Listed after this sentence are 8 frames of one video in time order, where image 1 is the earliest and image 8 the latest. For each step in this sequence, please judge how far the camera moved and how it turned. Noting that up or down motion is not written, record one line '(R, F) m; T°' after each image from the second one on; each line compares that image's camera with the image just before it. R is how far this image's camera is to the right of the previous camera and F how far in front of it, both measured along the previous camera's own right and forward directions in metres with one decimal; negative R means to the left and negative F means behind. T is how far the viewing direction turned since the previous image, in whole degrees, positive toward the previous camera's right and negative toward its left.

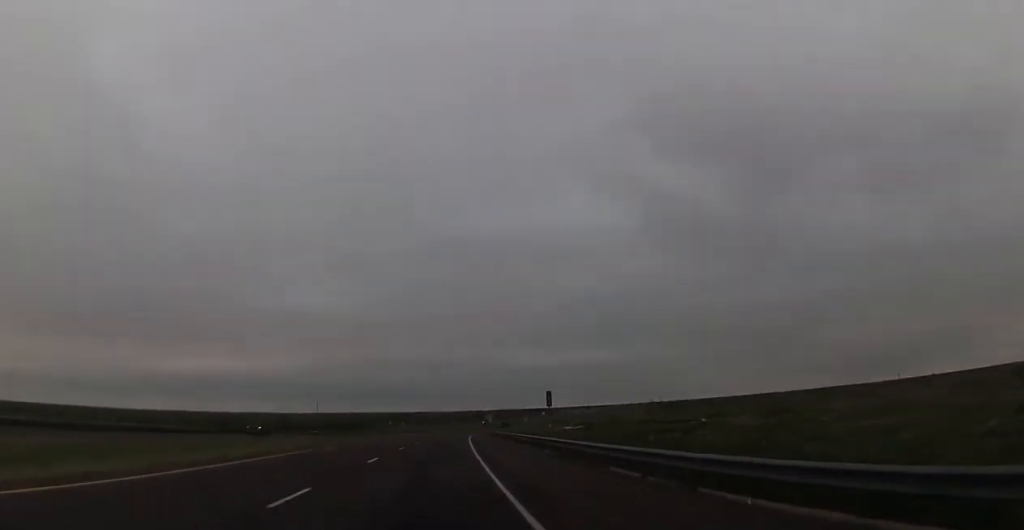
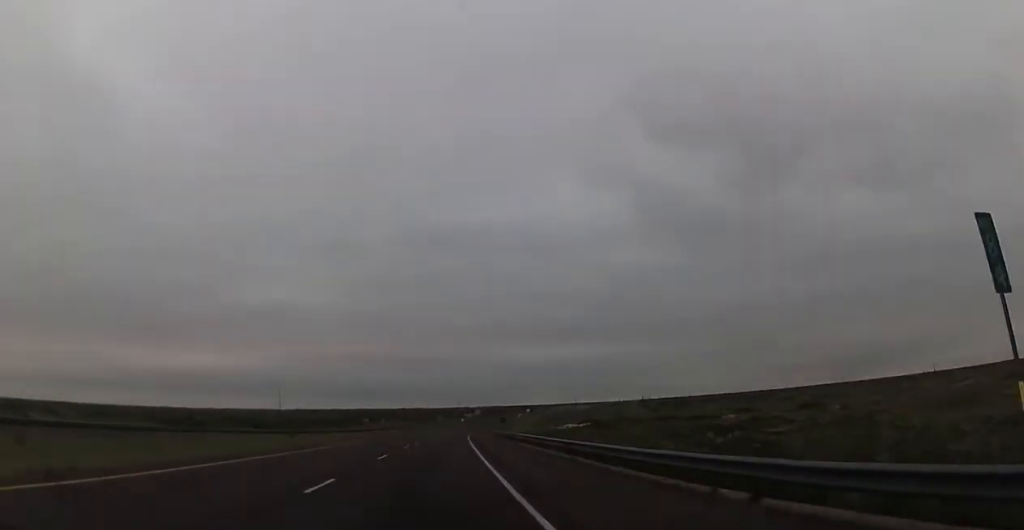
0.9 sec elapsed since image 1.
(+0.5, +34.1) m; +1°
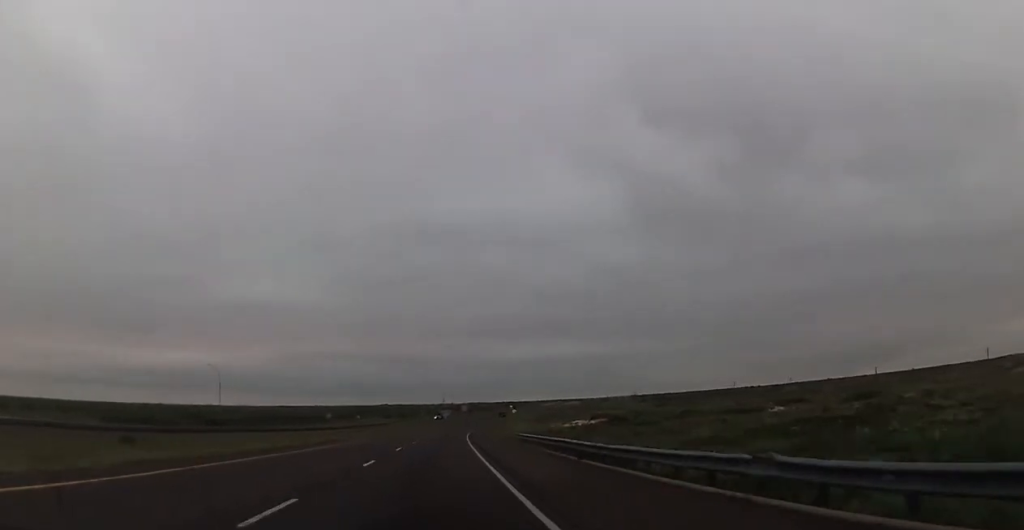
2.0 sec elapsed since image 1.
(+0.4, +40.3) m; +1°
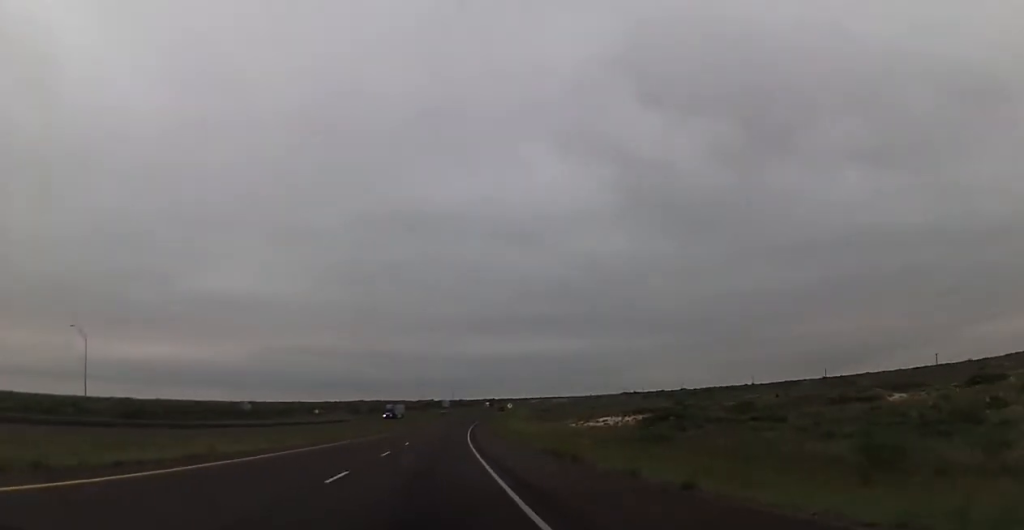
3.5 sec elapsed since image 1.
(+0.9, +53.7) m; +2°
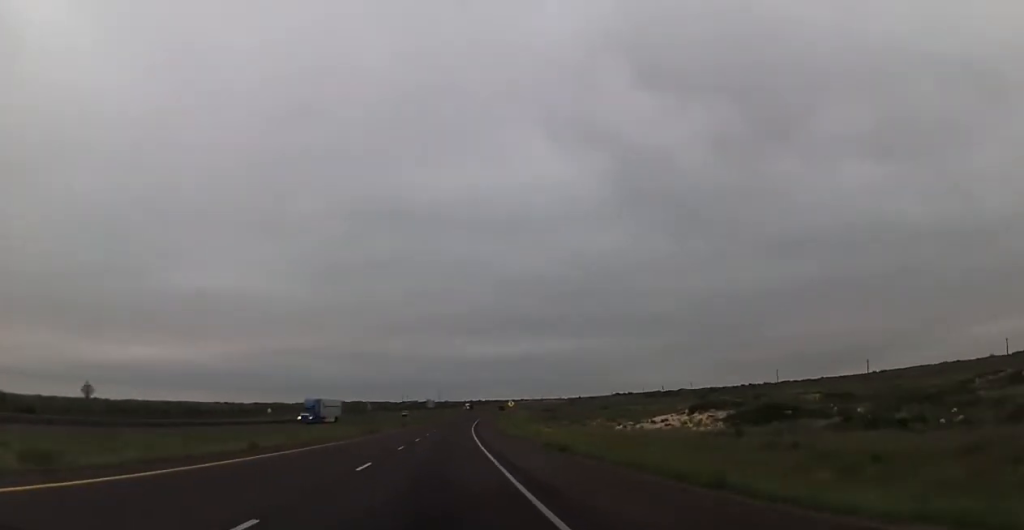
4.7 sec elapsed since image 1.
(+0.5, +45.2) m; +1°
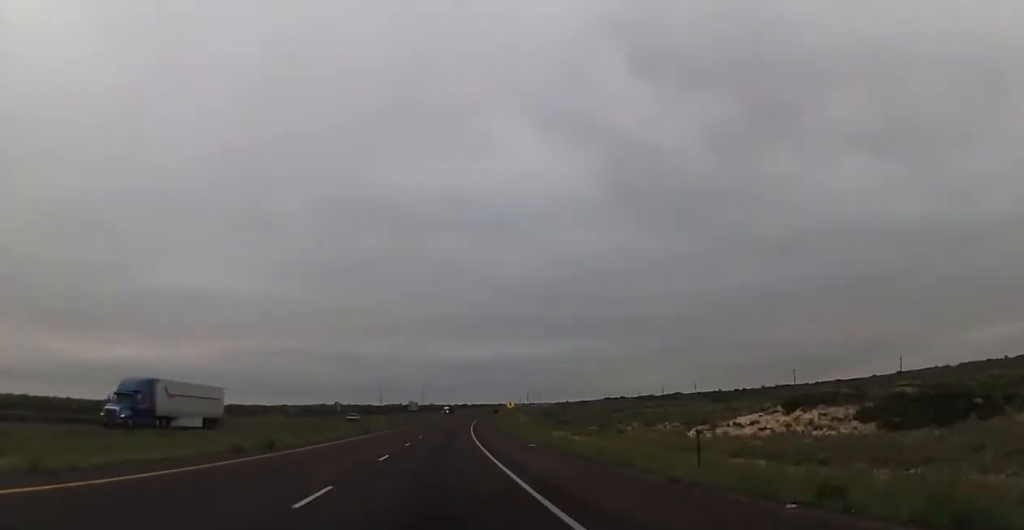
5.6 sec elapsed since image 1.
(-0.2, +31.8) m; +1°
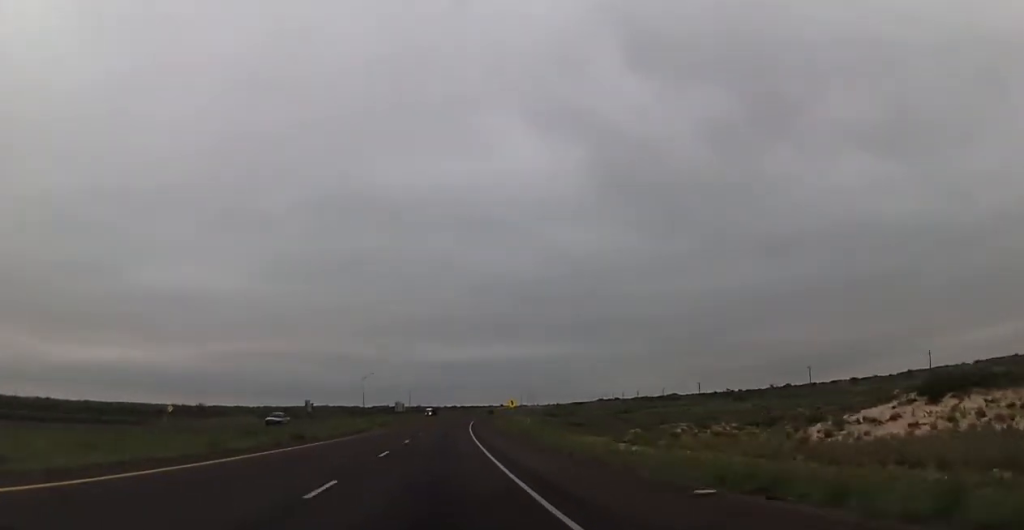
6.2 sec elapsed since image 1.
(+0.5, +23.2) m; +1°
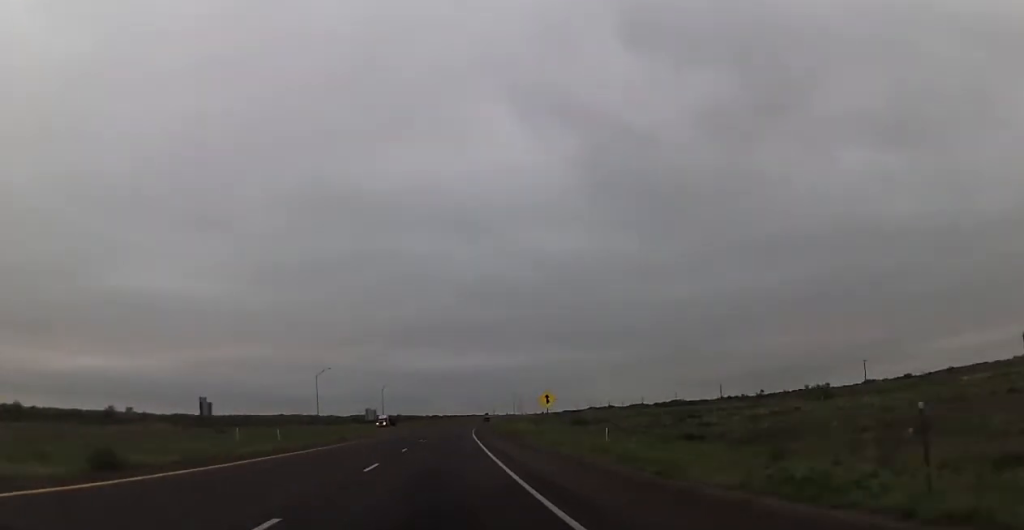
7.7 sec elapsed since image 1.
(+0.8, +53.4) m; +2°
